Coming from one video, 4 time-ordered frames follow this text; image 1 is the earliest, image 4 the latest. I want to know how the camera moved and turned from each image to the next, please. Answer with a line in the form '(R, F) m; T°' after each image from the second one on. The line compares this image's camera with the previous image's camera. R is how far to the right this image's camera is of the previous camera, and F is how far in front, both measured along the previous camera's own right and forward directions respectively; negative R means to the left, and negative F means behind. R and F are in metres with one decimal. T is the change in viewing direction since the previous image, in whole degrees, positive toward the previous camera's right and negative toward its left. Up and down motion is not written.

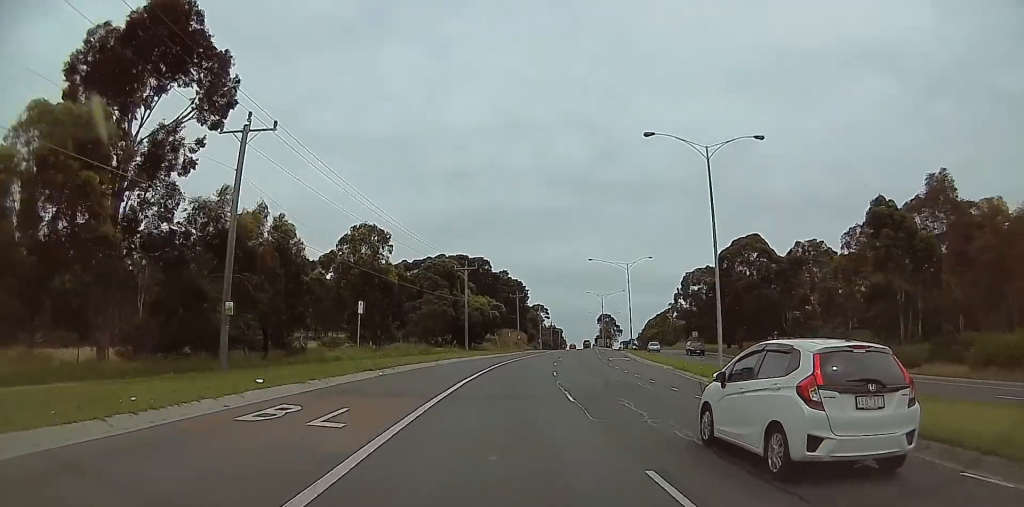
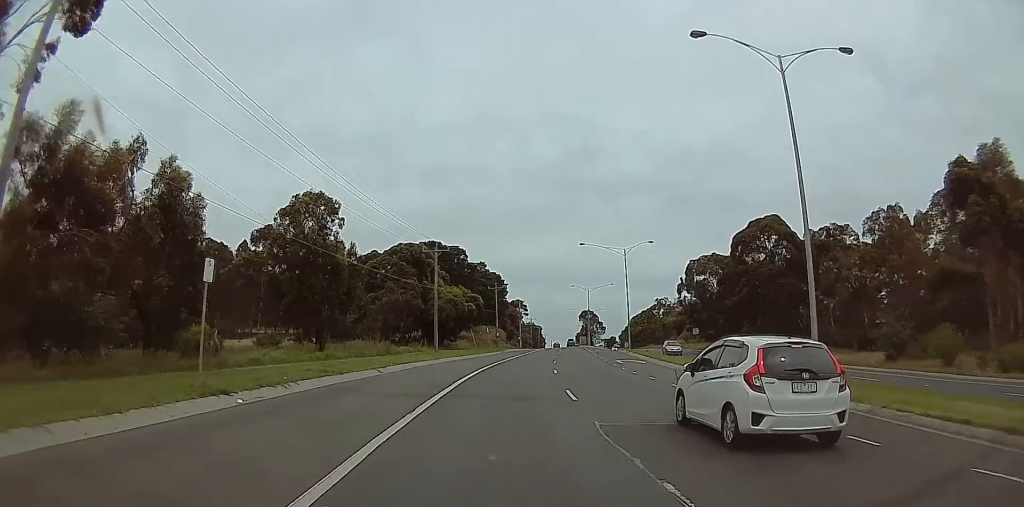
(0.0, +12.3) m; +3°
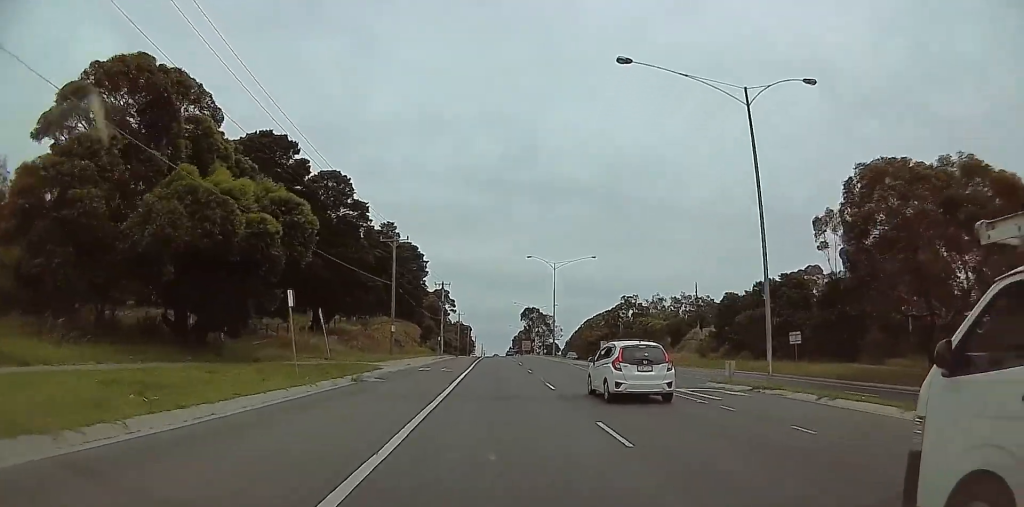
(+5.4, +51.7) m; +9°
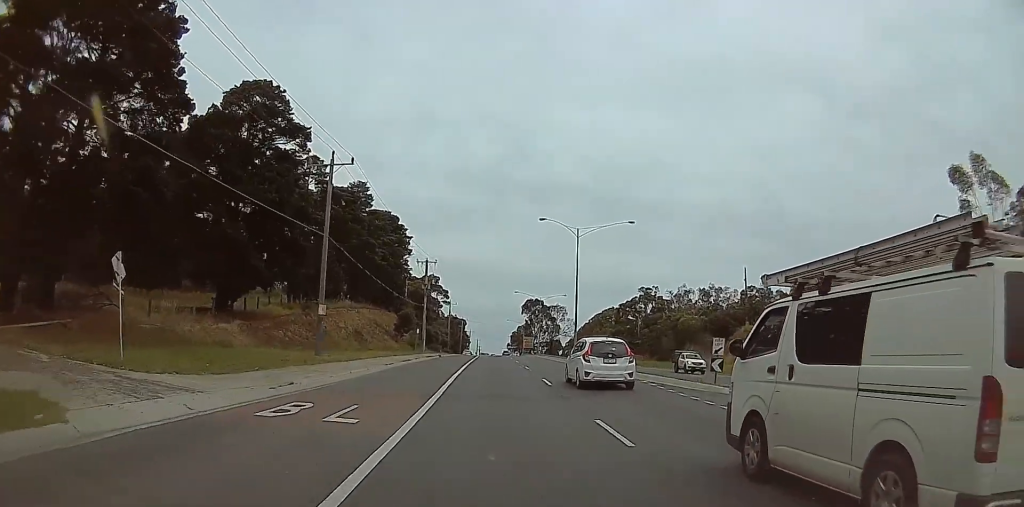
(+0.2, +23.2) m; +1°
